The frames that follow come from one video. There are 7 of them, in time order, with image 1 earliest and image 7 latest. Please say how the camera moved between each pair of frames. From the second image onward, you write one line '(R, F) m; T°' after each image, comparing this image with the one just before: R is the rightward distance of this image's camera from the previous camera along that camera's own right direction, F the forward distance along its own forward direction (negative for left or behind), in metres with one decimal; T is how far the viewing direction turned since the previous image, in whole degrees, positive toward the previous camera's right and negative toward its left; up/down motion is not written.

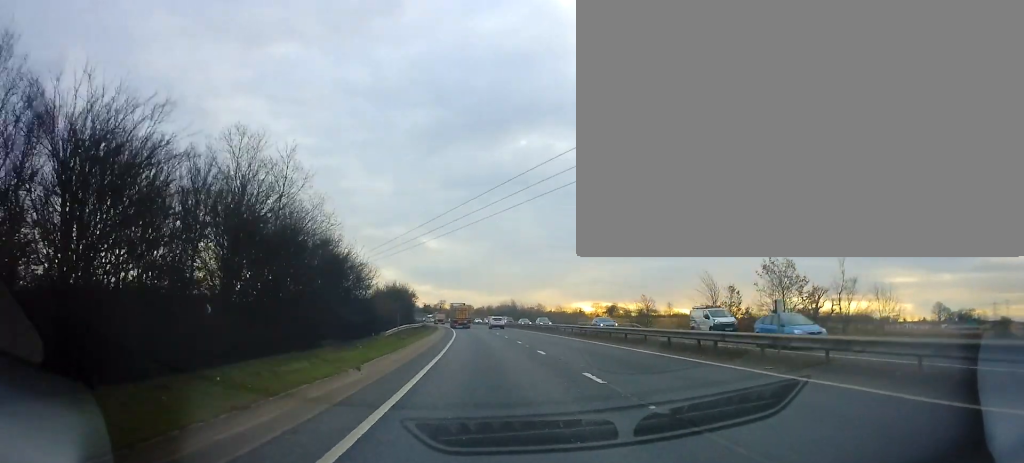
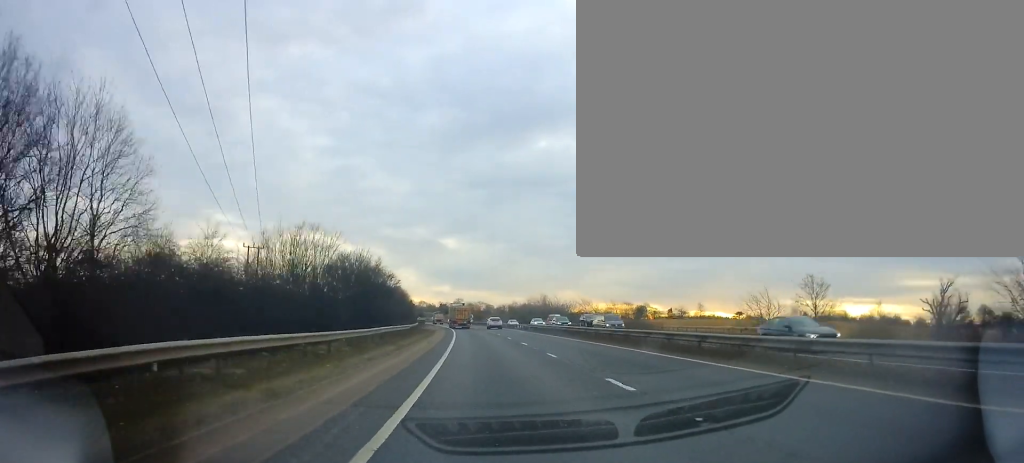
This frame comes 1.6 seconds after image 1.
(0.0, +38.7) m; -1°
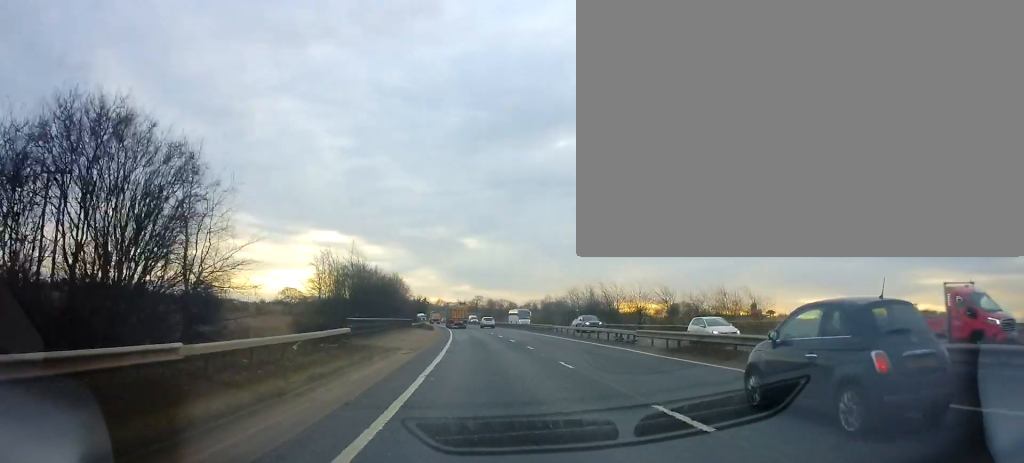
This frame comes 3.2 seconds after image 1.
(-1.5, +40.5) m; -3°
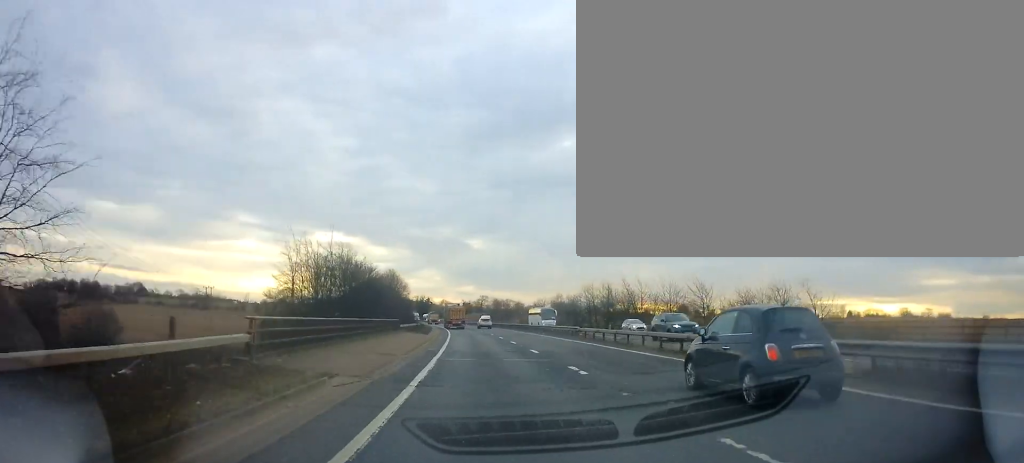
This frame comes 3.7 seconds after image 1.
(-0.1, +11.2) m; -1°
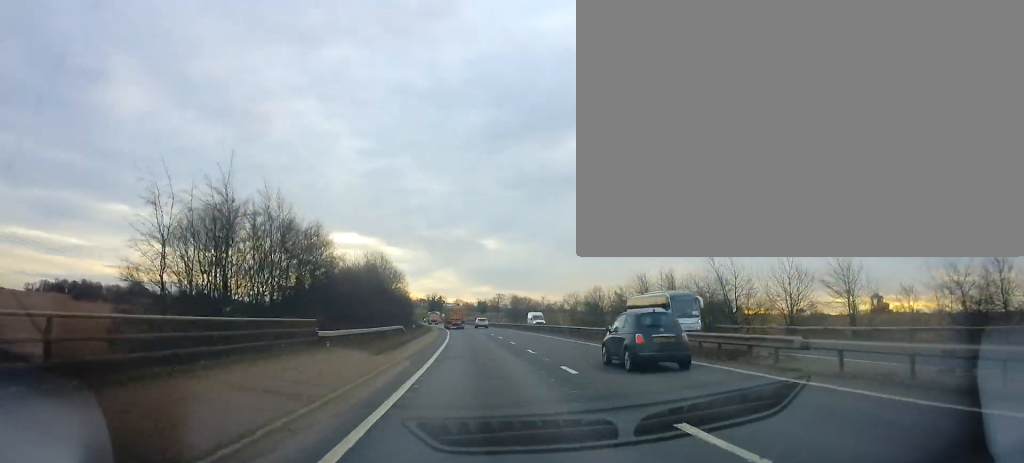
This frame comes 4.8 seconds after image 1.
(-0.1, +26.1) m; -1°
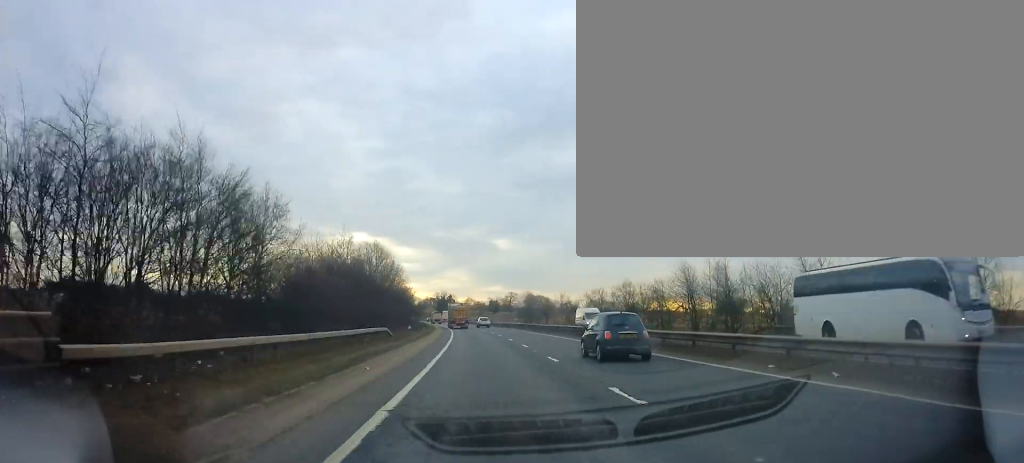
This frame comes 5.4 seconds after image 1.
(-0.2, +13.3) m; -1°
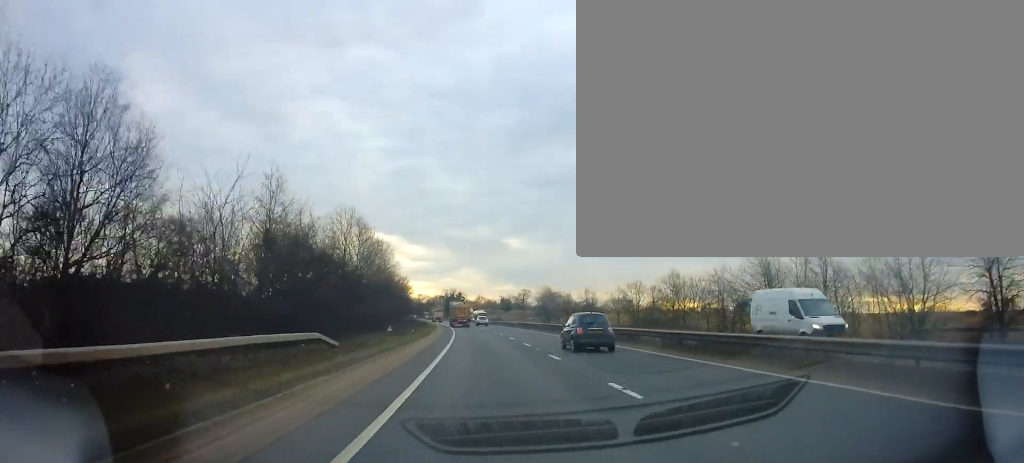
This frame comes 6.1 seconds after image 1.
(-0.1, +17.1) m; -1°
